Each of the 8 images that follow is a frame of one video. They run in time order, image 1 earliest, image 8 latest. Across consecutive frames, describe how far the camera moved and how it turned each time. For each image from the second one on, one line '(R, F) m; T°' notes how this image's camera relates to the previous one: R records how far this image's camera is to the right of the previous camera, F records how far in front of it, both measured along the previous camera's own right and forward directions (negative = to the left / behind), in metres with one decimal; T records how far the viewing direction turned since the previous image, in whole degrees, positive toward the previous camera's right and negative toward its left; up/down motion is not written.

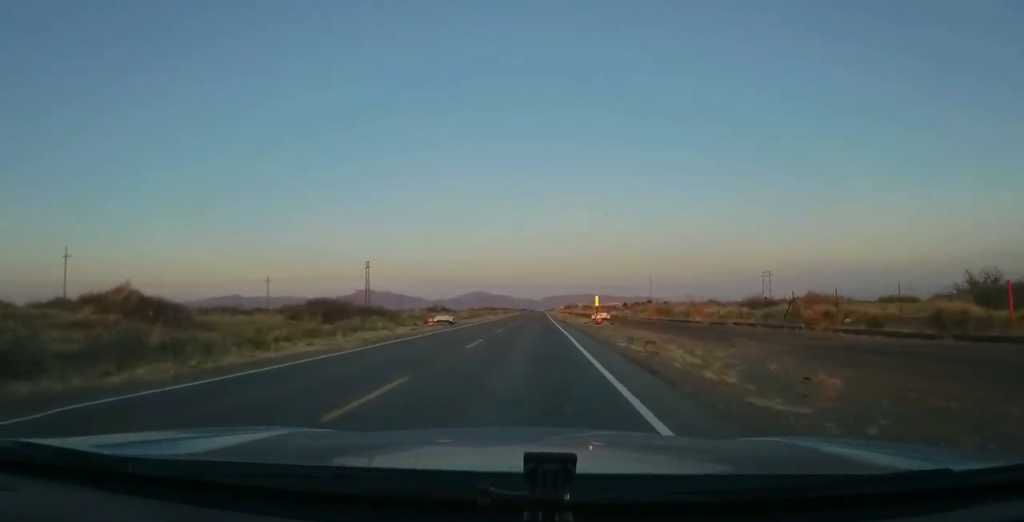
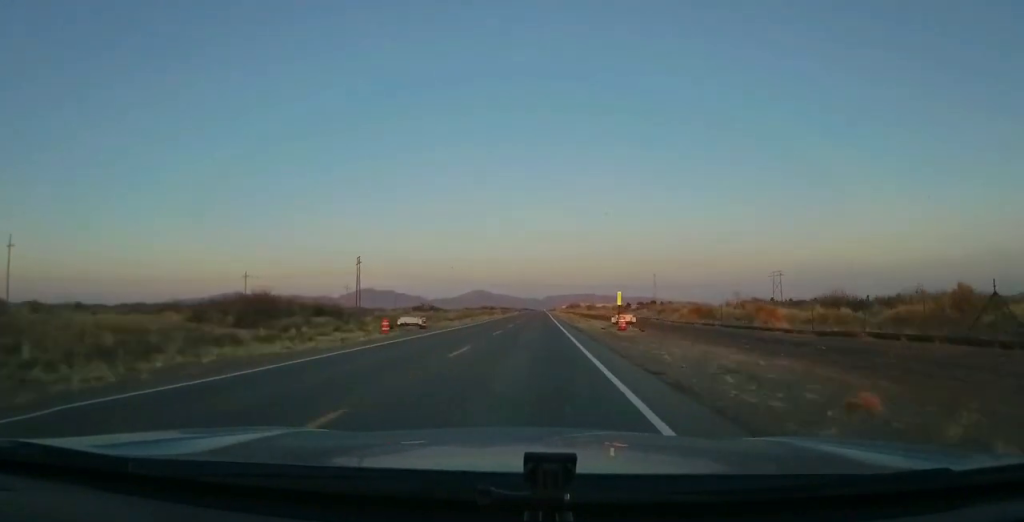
(+0.2, +15.1) m; 0°
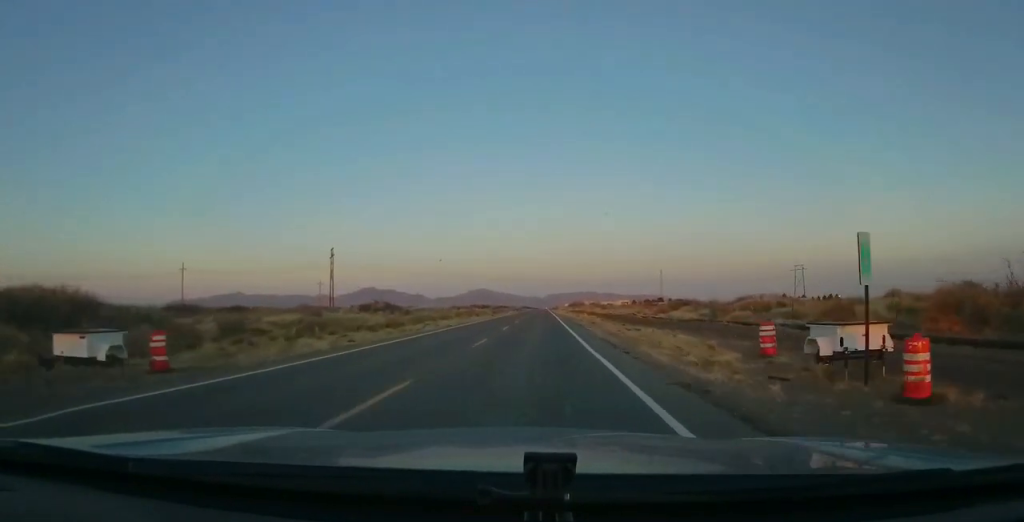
(-0.6, +32.2) m; -1°
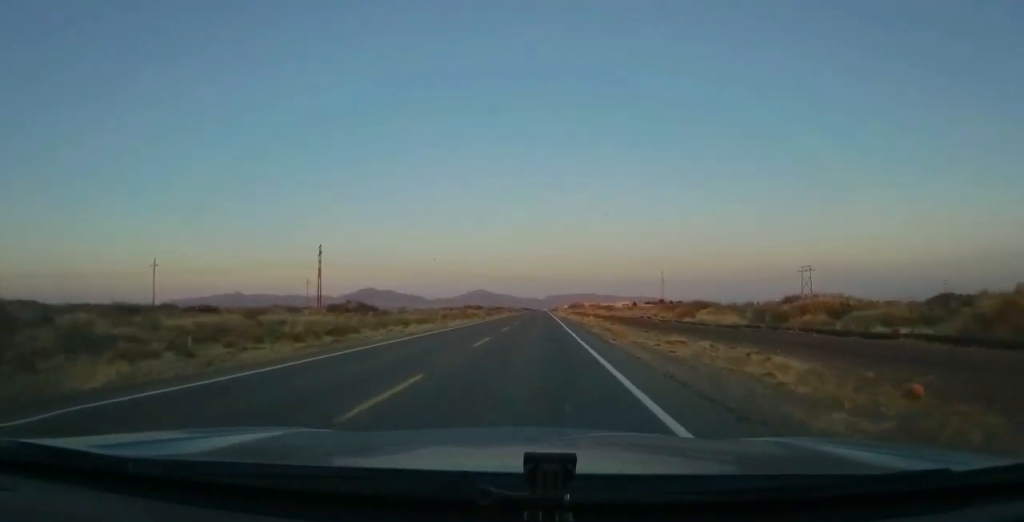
(0.0, +11.0) m; 0°
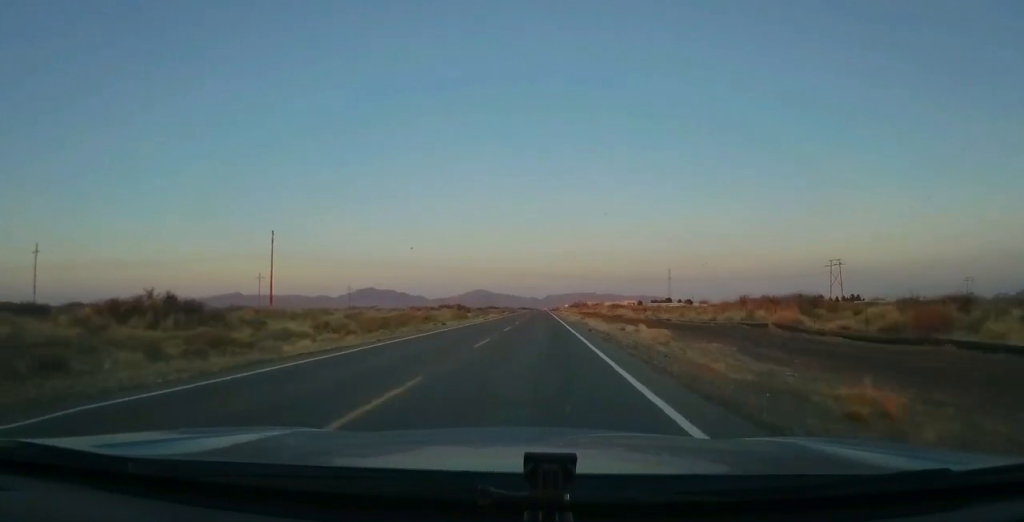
(0.0, +36.5) m; 0°
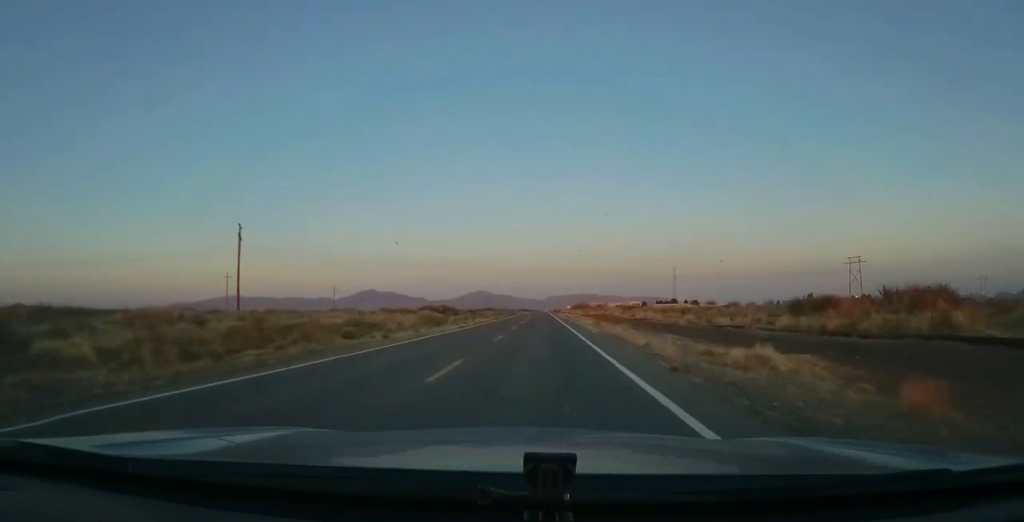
(0.0, +19.4) m; 0°
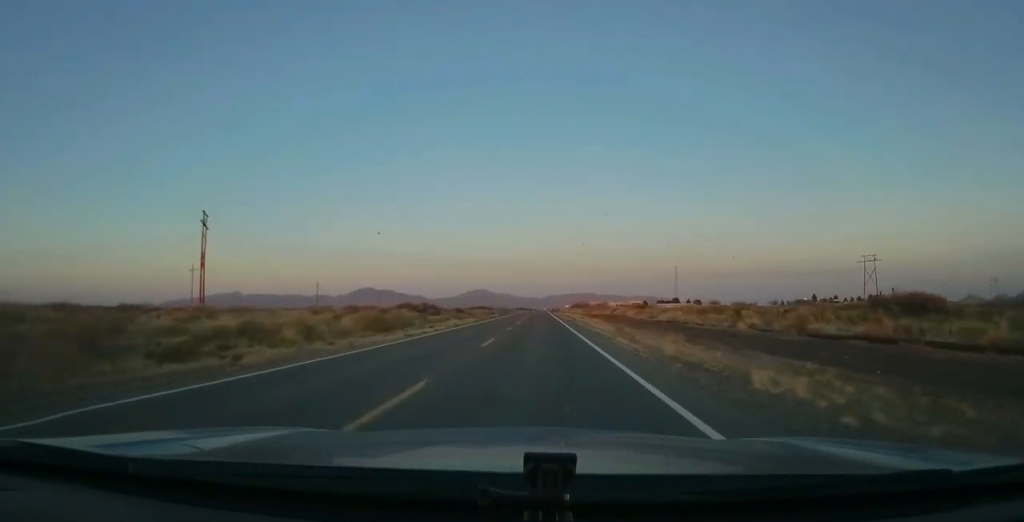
(0.0, +16.0) m; 0°
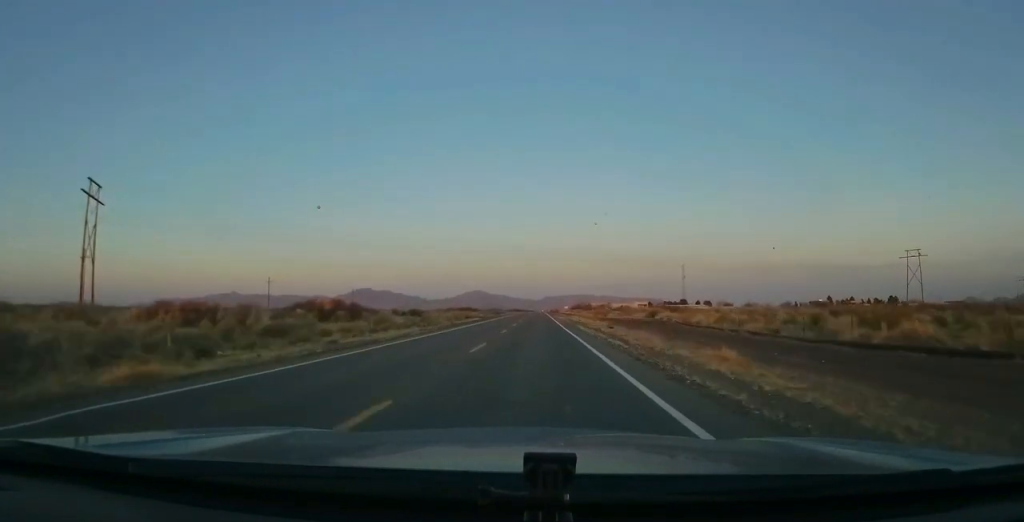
(+0.2, +37.7) m; +1°
